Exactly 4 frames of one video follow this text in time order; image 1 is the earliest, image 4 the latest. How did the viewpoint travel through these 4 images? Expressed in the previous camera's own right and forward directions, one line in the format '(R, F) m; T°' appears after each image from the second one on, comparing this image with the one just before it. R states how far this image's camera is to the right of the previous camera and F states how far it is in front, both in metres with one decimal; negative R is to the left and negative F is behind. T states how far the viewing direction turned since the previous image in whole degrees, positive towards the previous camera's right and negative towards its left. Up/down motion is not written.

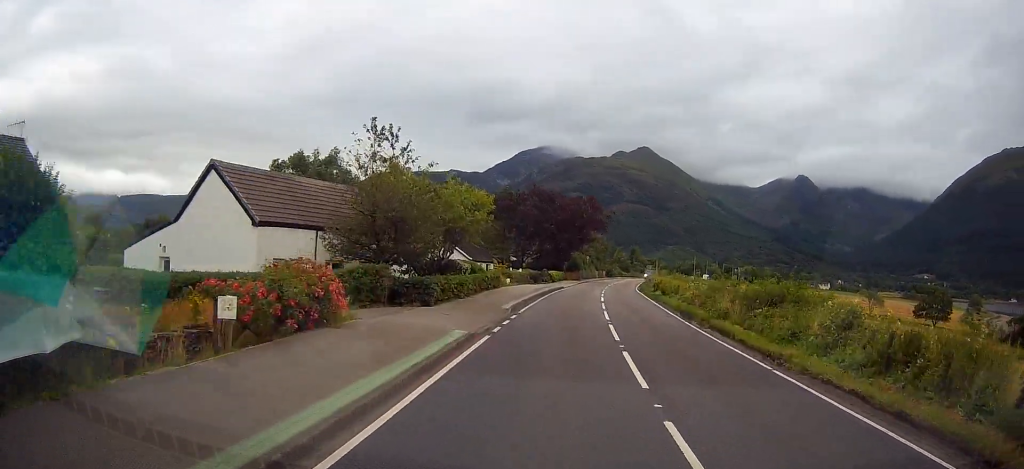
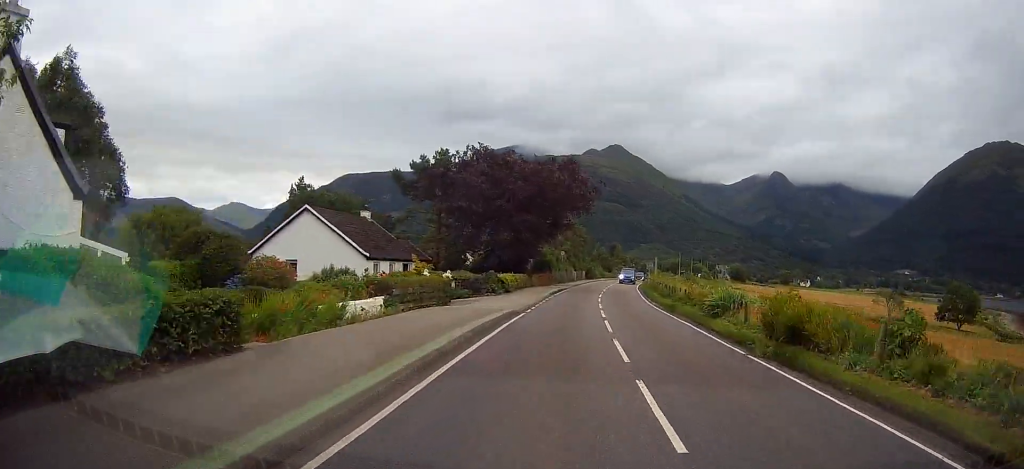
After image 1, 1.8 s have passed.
(+0.5, +26.9) m; +2°
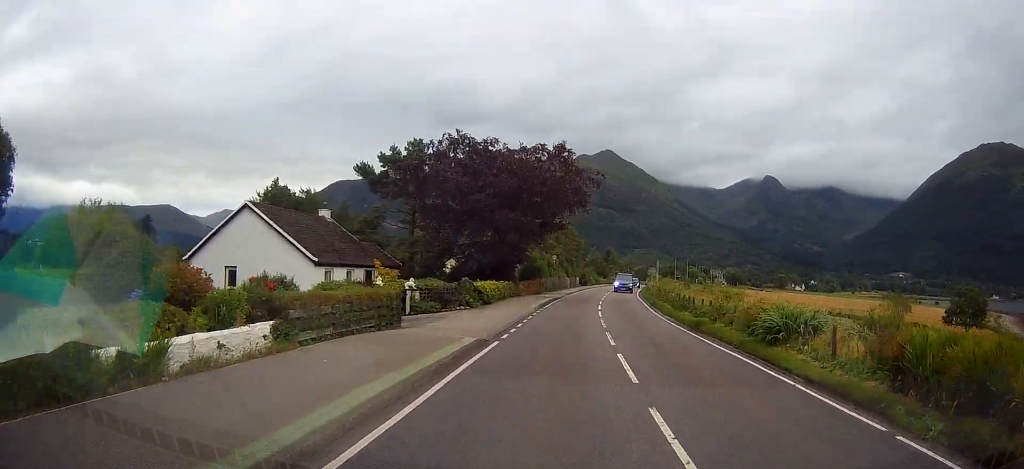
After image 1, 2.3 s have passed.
(0.0, +7.2) m; +1°
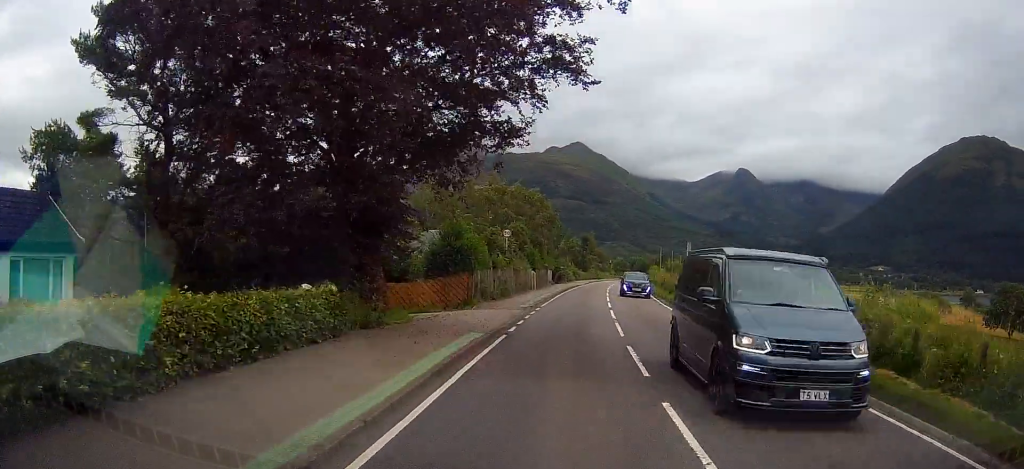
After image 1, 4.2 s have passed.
(+0.7, +29.5) m; +3°
